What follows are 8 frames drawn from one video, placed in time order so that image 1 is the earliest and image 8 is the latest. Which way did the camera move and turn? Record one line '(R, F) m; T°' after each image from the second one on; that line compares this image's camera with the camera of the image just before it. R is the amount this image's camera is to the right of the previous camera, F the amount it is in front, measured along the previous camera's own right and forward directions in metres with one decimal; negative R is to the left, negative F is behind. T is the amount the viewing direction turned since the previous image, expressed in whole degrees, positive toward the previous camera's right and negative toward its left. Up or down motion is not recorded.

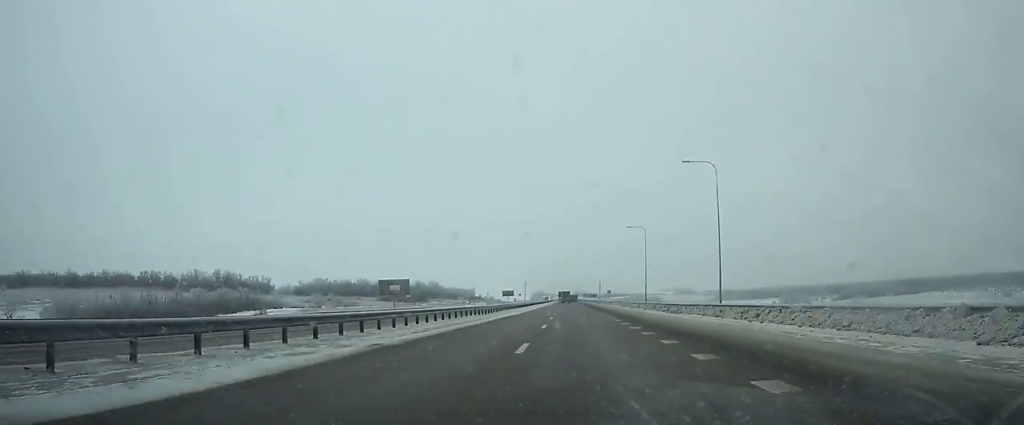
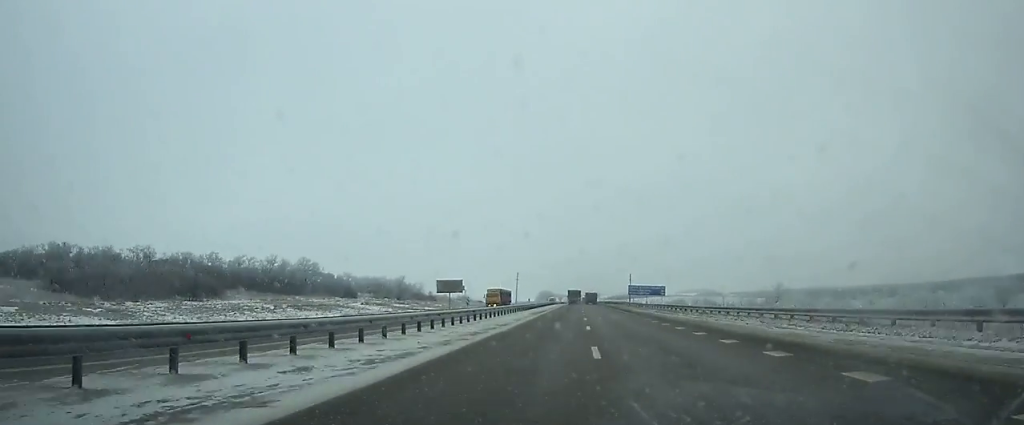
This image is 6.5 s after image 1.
(-1.1, +158.9) m; -1°
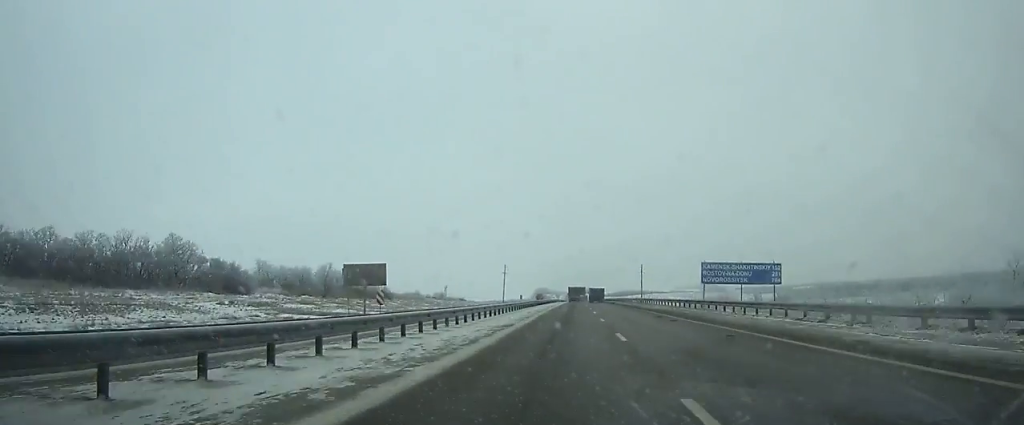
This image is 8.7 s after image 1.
(0.0, +55.0) m; 0°
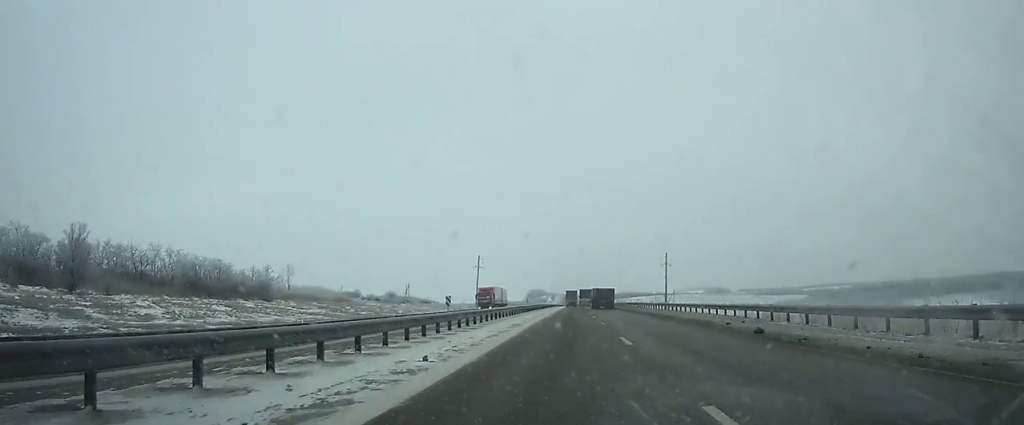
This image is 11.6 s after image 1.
(+0.3, +72.7) m; 0°
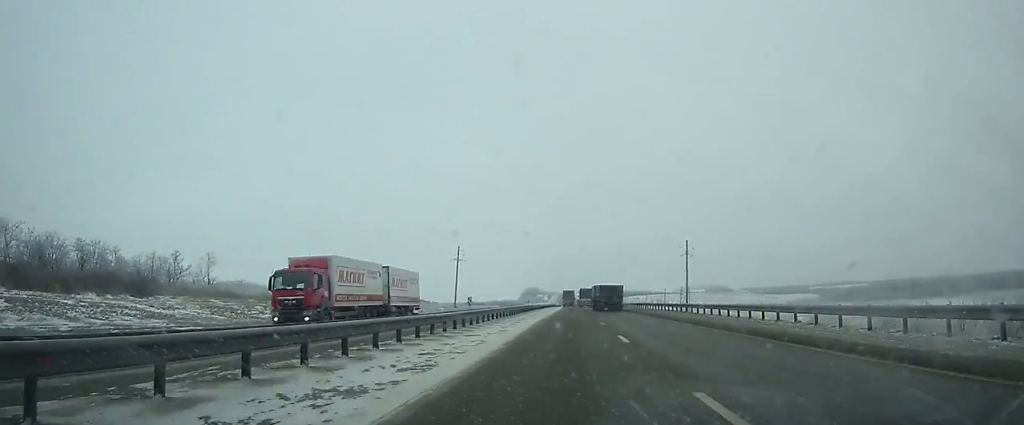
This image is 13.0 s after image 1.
(0.0, +35.1) m; 0°
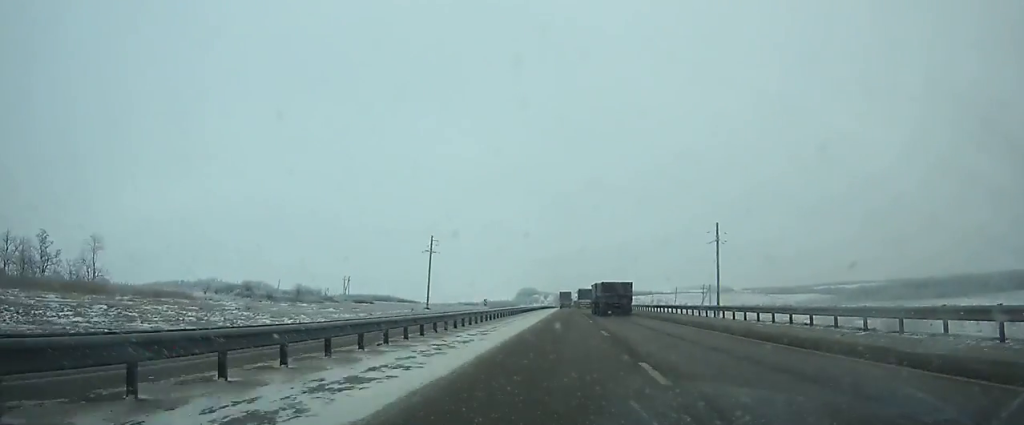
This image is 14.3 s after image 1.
(0.0, +32.7) m; 0°
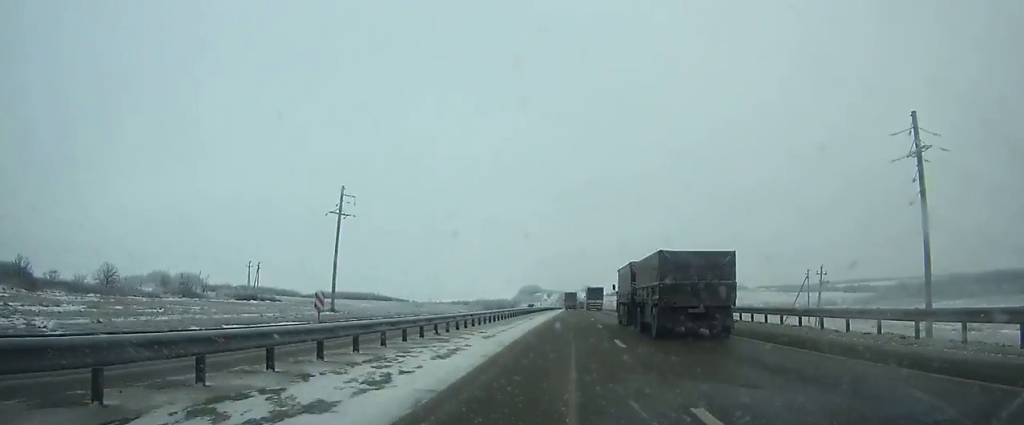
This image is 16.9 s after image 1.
(+0.1, +65.7) m; 0°
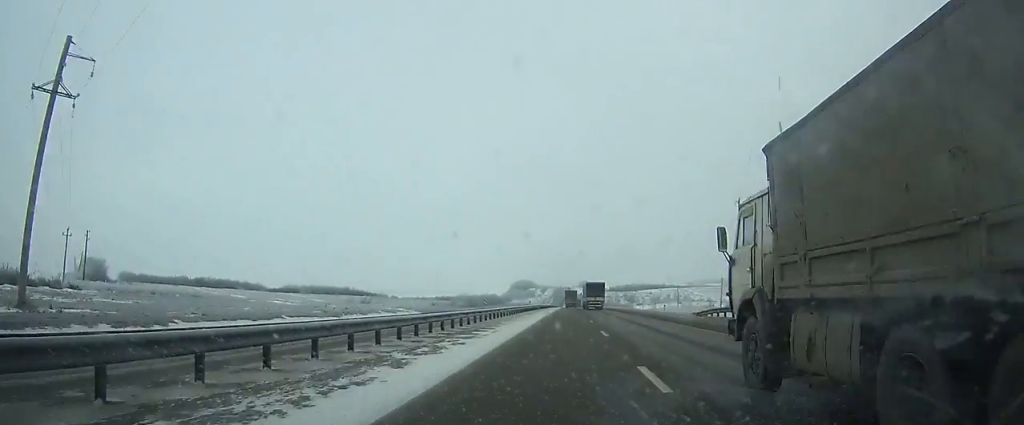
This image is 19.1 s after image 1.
(+0.2, +56.4) m; 0°
